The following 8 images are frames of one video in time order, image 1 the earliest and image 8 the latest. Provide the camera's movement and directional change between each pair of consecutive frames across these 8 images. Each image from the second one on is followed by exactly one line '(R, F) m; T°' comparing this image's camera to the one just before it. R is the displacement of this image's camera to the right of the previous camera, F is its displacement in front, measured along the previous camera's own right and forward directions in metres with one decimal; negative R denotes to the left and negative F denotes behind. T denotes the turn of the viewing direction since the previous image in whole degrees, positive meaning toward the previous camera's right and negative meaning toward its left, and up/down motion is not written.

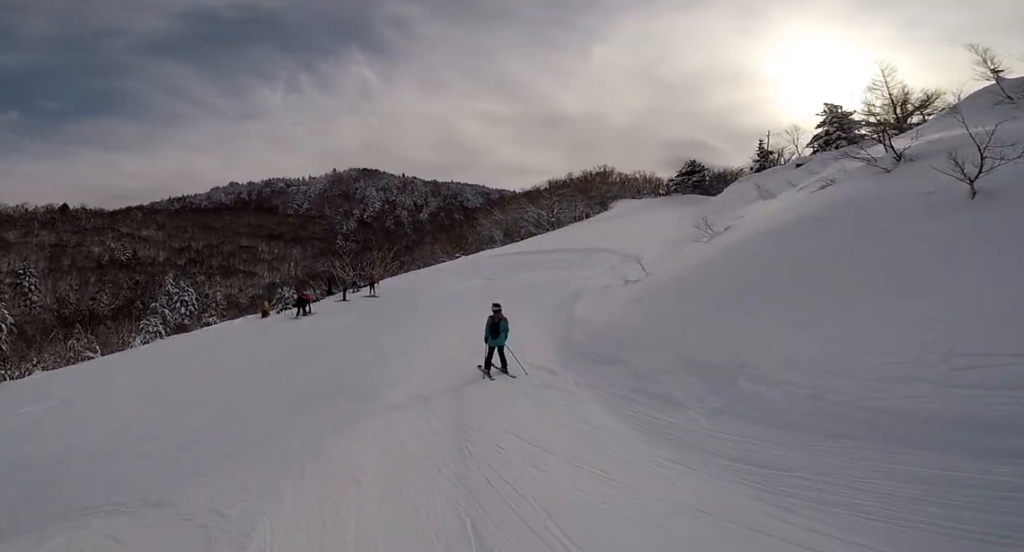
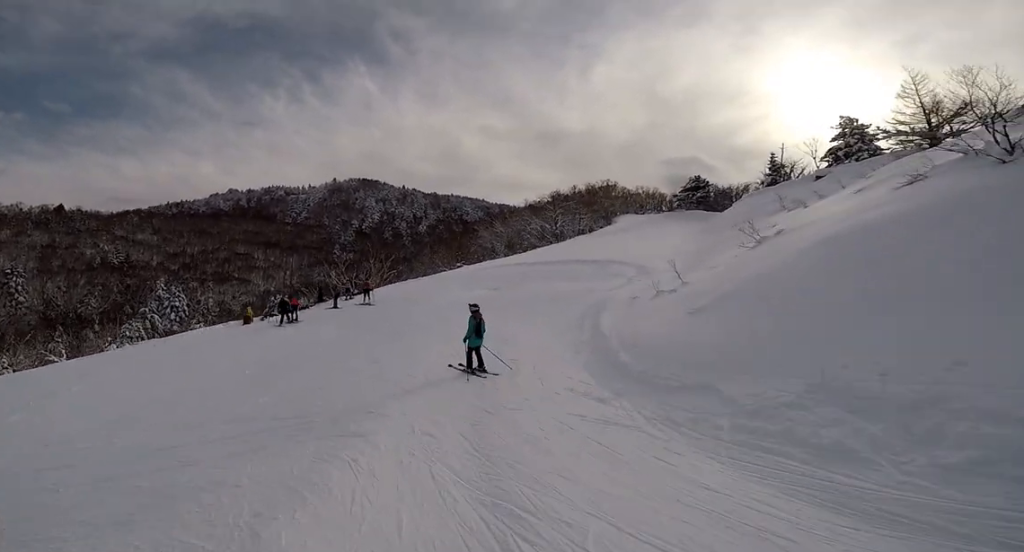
(+0.6, +2.1) m; +1°
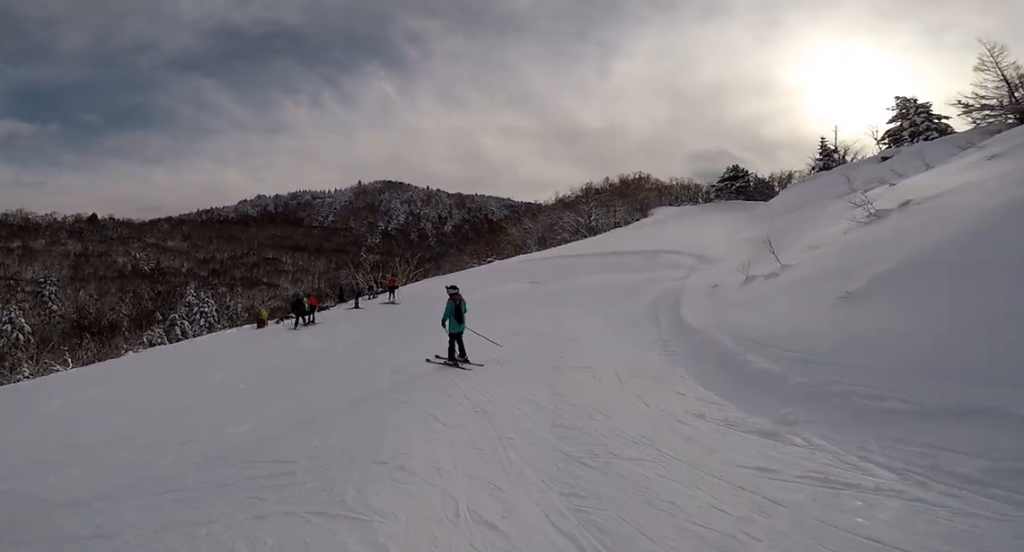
(-0.5, +2.3) m; -24°
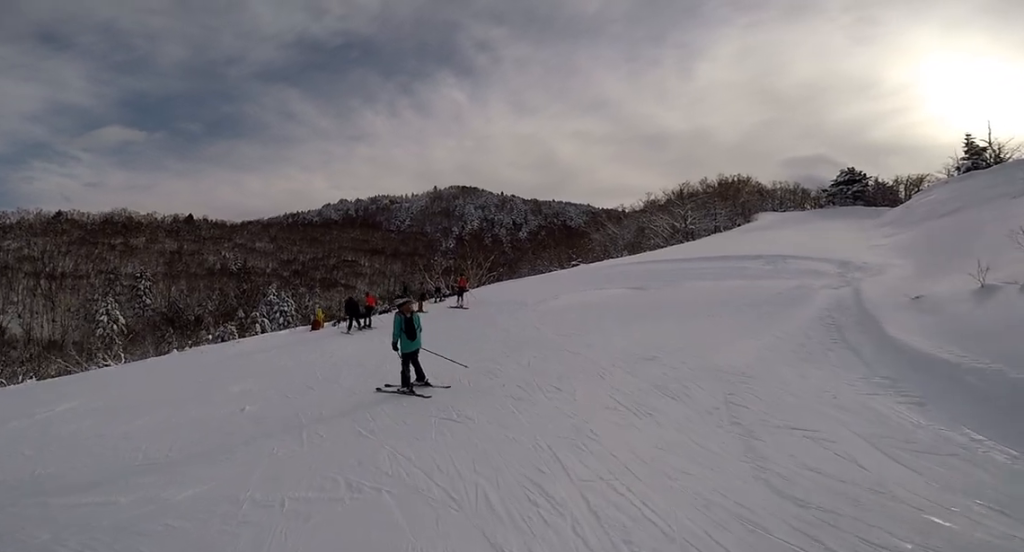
(-0.9, +2.7) m; -31°
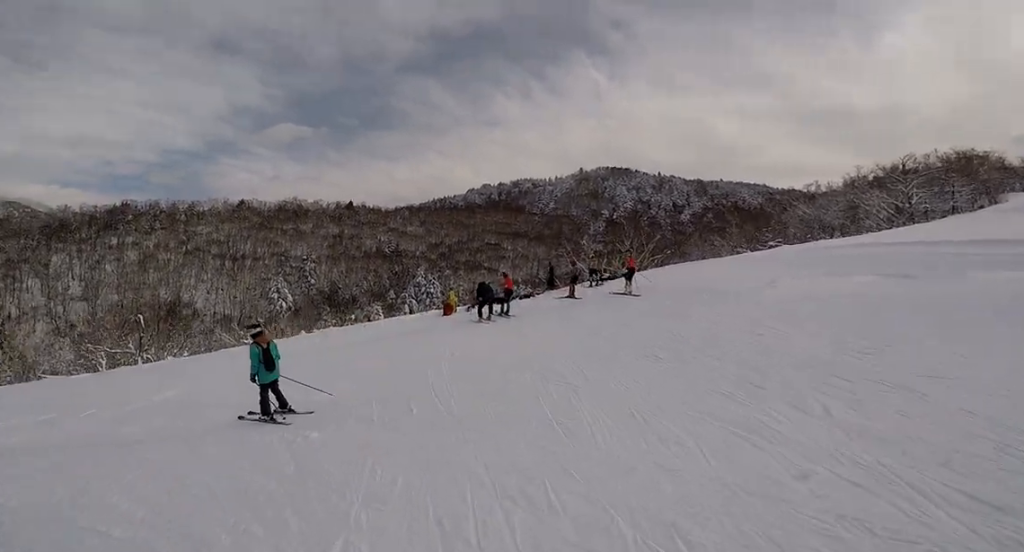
(-1.0, +4.0) m; -25°
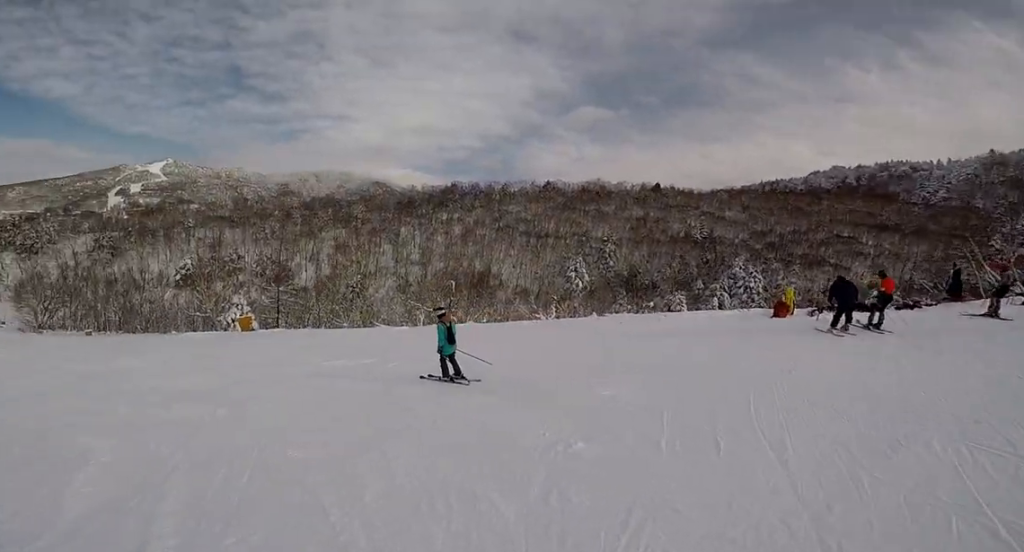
(+0.1, +1.8) m; -17°
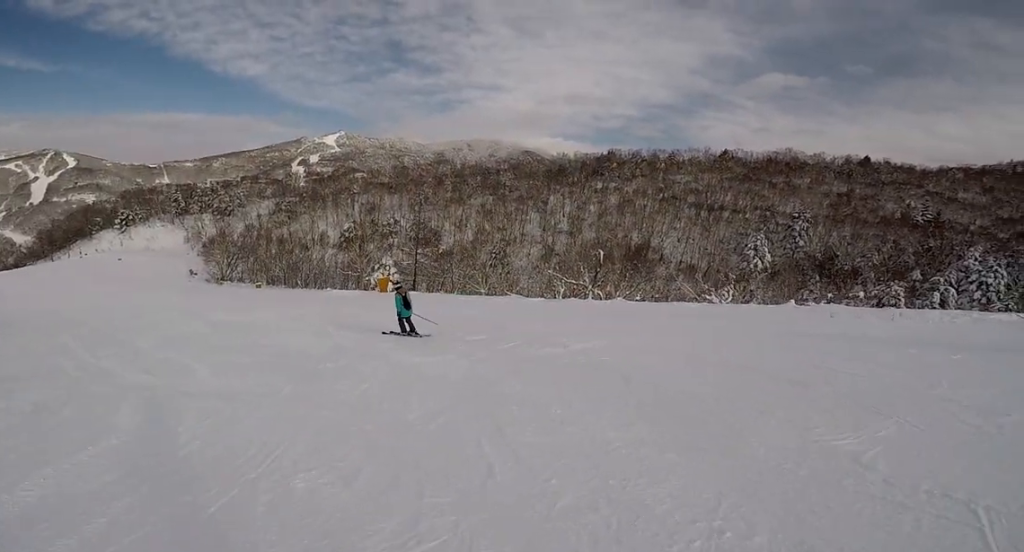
(-1.2, +3.5) m; -25°
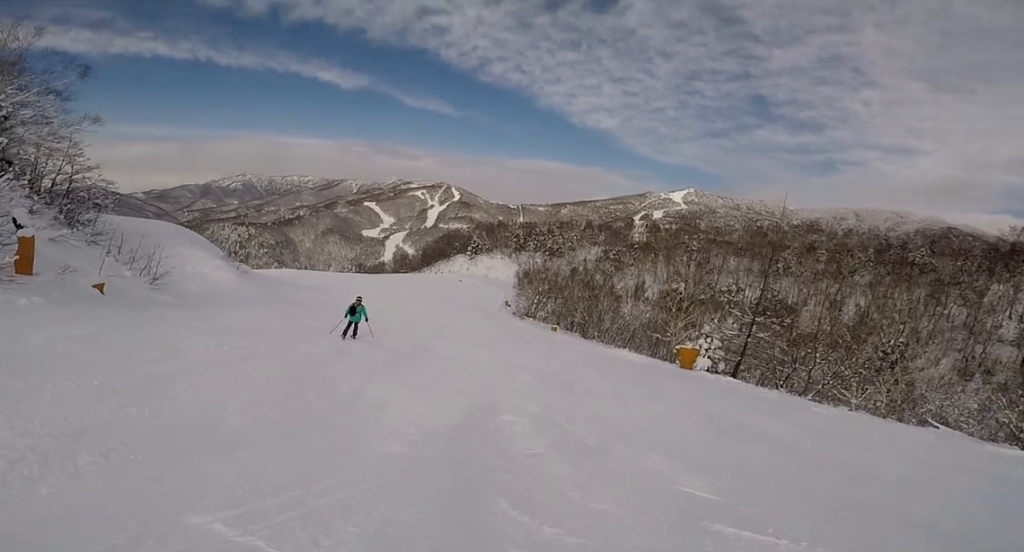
(-3.0, +8.2) m; -34°
